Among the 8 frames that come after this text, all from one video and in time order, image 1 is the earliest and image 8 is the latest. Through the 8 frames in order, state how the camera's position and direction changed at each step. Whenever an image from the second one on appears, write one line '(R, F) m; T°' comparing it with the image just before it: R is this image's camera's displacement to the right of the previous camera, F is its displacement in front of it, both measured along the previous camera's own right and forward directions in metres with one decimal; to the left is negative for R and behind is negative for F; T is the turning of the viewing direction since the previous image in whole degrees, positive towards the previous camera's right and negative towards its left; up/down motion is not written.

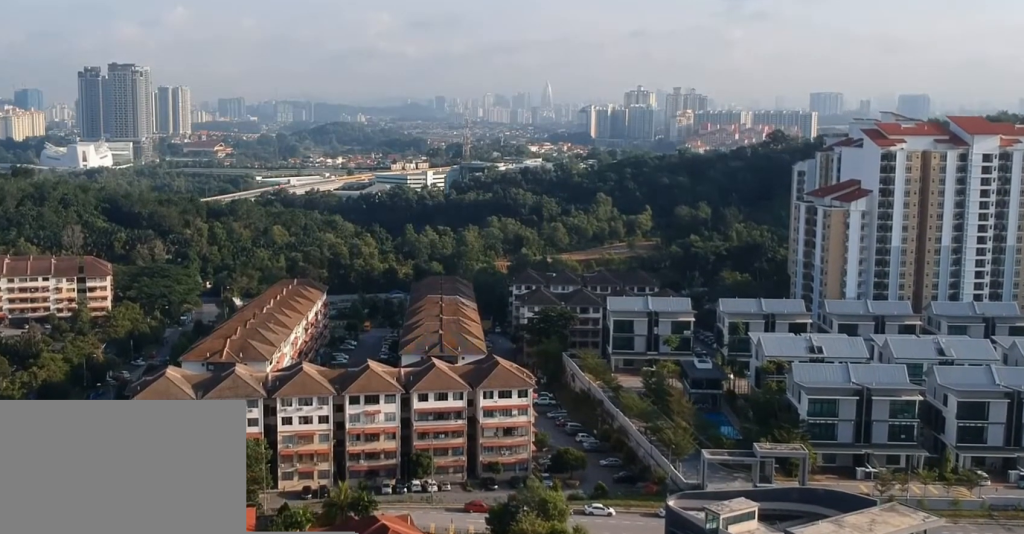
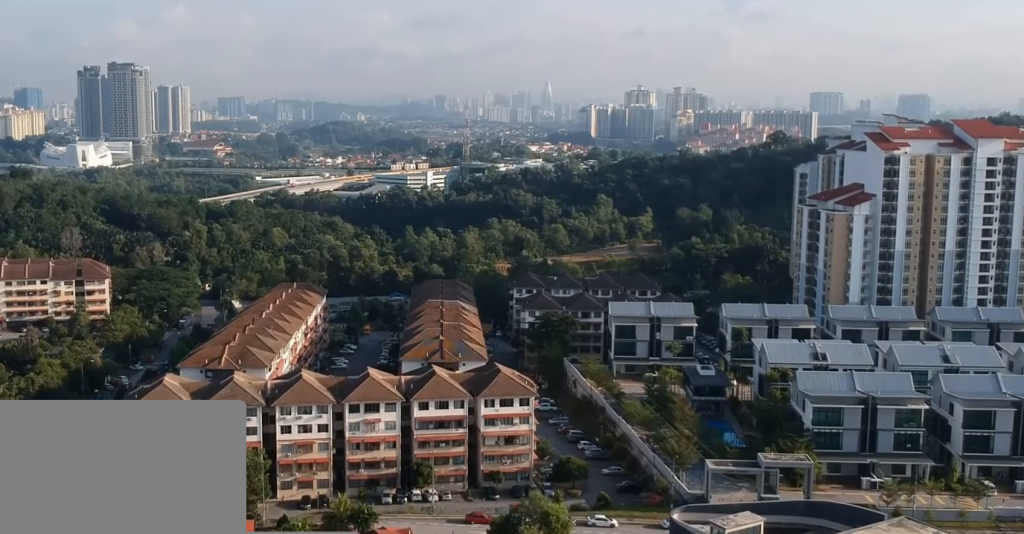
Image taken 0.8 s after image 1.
(0.0, +2.2) m; +1°
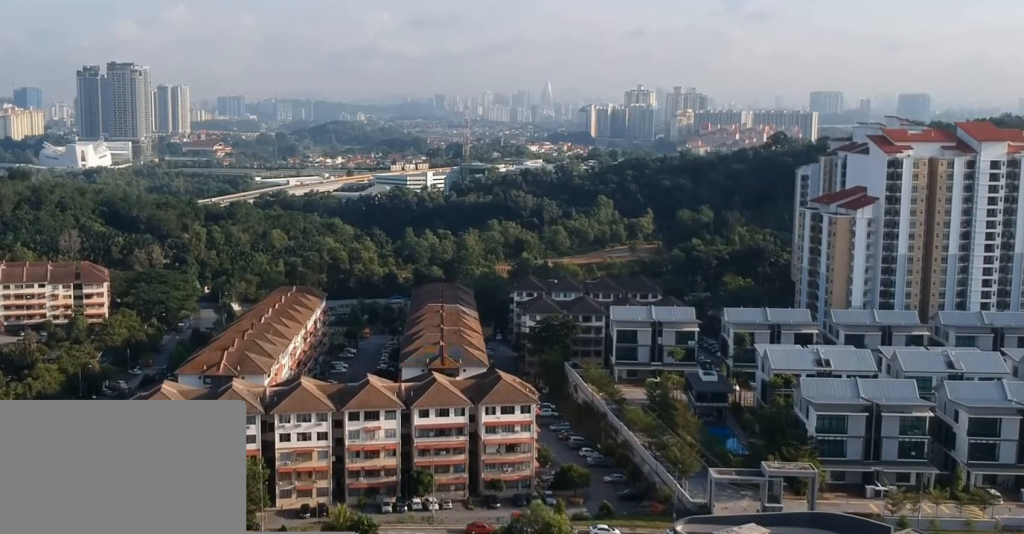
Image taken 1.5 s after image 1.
(0.0, +1.8) m; +1°
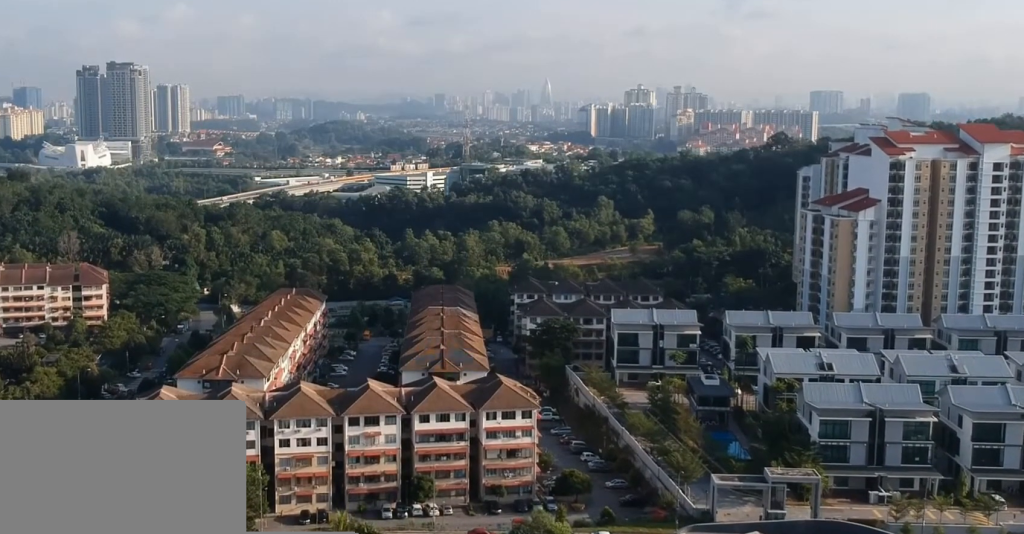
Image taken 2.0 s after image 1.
(0.0, +1.3) m; 0°
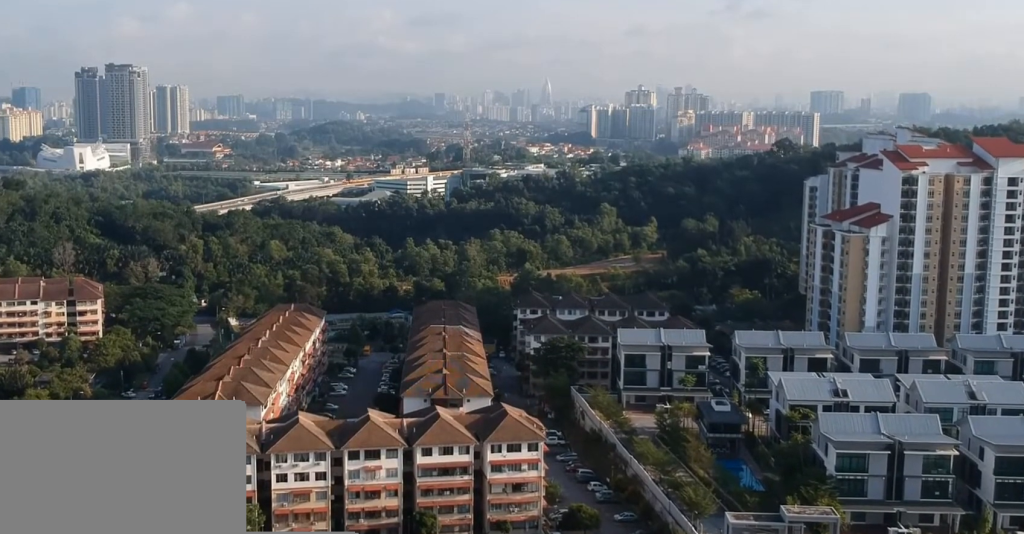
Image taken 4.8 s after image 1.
(+0.2, +7.0) m; +2°
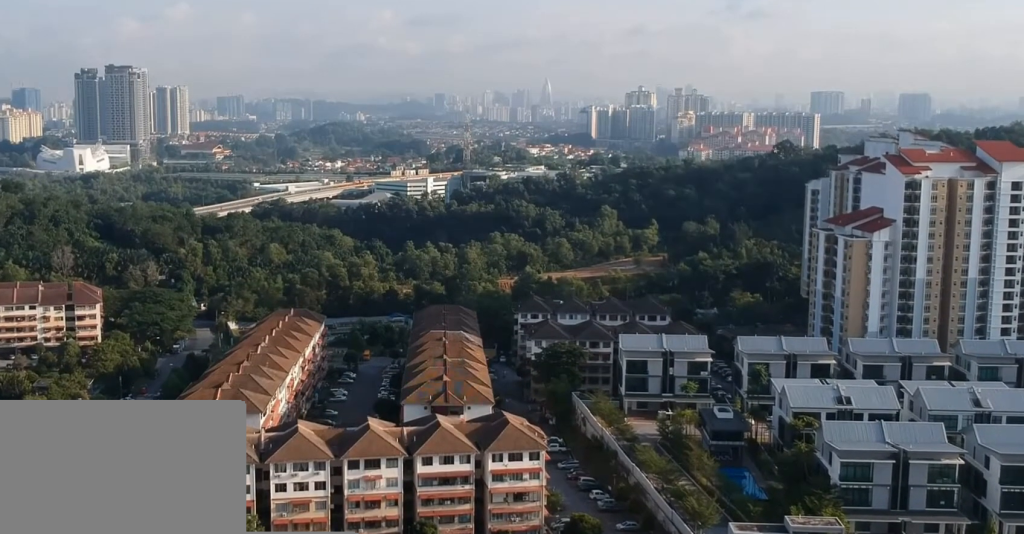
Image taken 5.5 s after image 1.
(0.0, +1.9) m; -1°
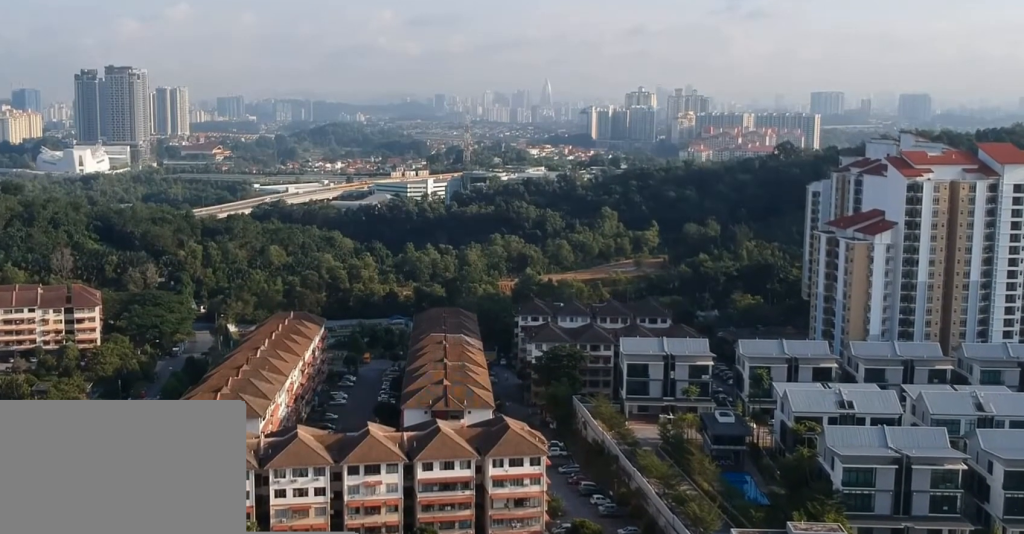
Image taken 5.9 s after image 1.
(0.0, +1.1) m; 0°
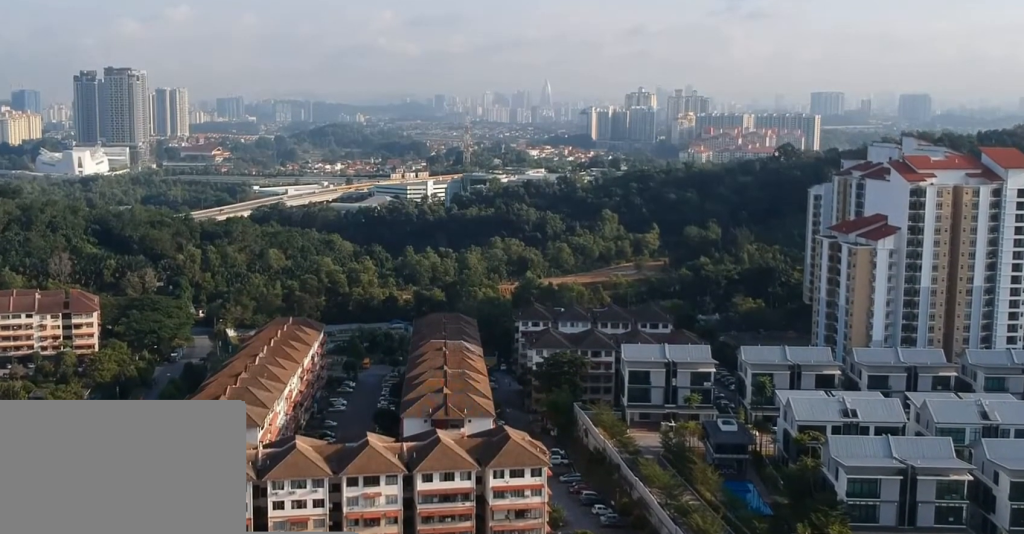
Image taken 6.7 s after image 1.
(0.0, +2.2) m; 0°
